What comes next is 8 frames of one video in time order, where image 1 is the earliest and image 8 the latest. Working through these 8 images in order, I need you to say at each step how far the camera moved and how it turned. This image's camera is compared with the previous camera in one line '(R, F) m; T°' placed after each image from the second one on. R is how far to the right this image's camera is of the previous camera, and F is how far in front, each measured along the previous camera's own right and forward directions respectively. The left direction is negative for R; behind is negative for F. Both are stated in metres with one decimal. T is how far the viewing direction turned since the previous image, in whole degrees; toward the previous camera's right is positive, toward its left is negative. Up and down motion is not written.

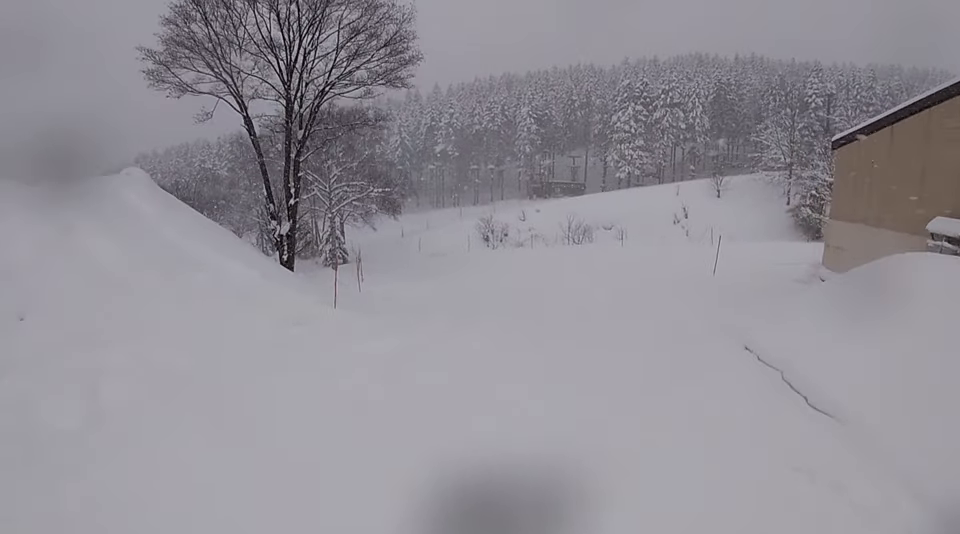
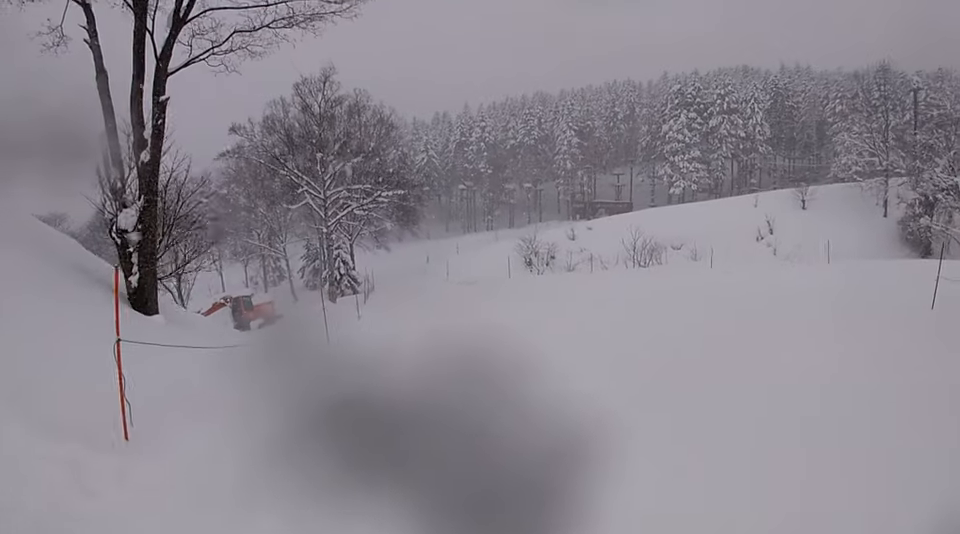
(+0.2, +11.9) m; -4°
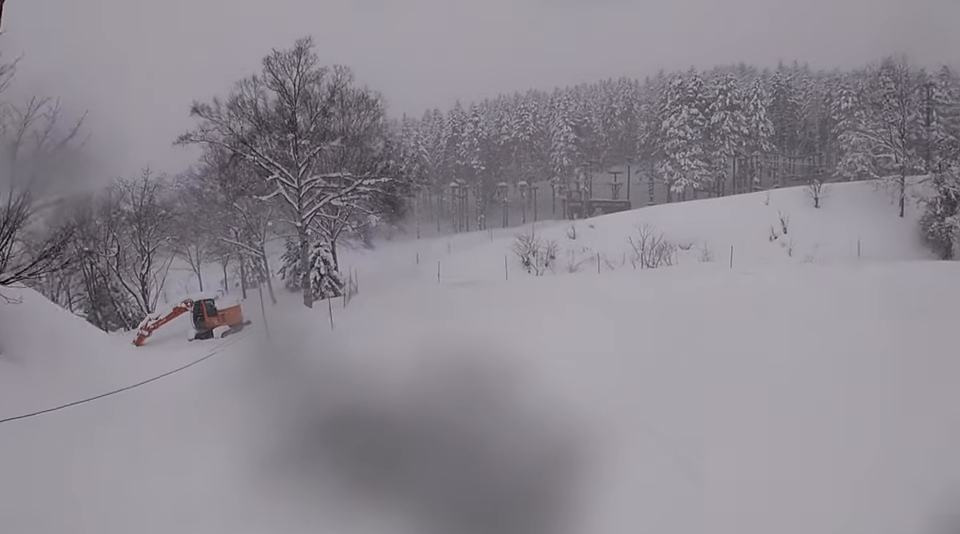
(+0.1, +4.0) m; -4°
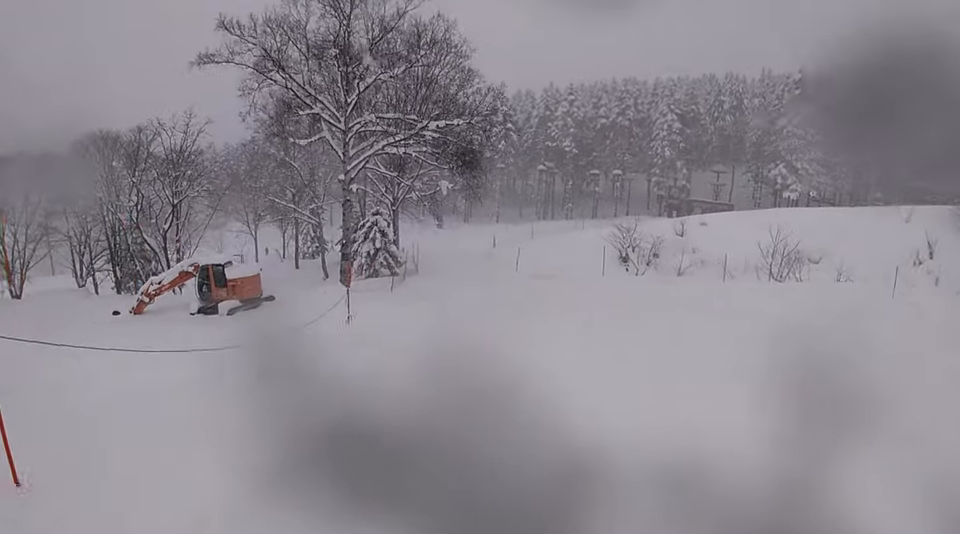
(-0.8, +7.6) m; 0°
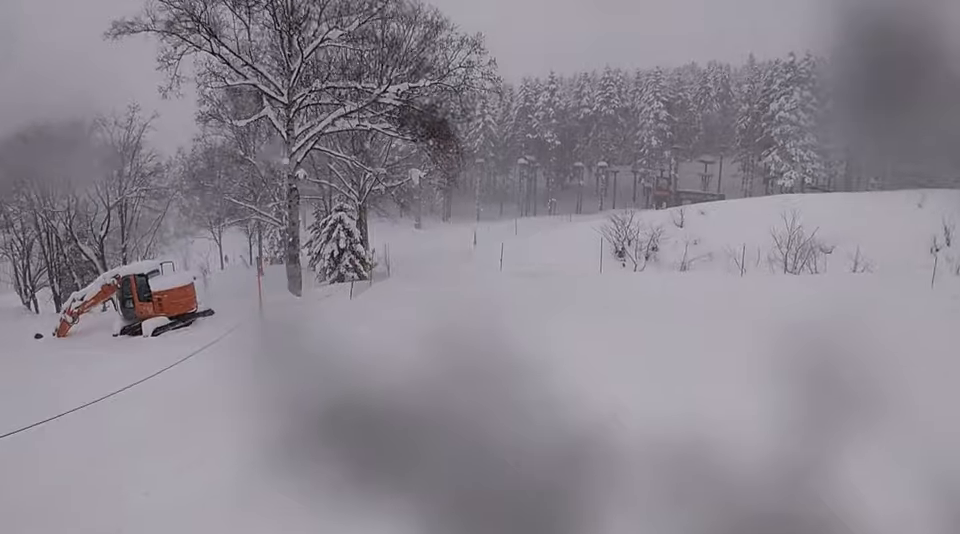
(0.0, +4.0) m; 0°
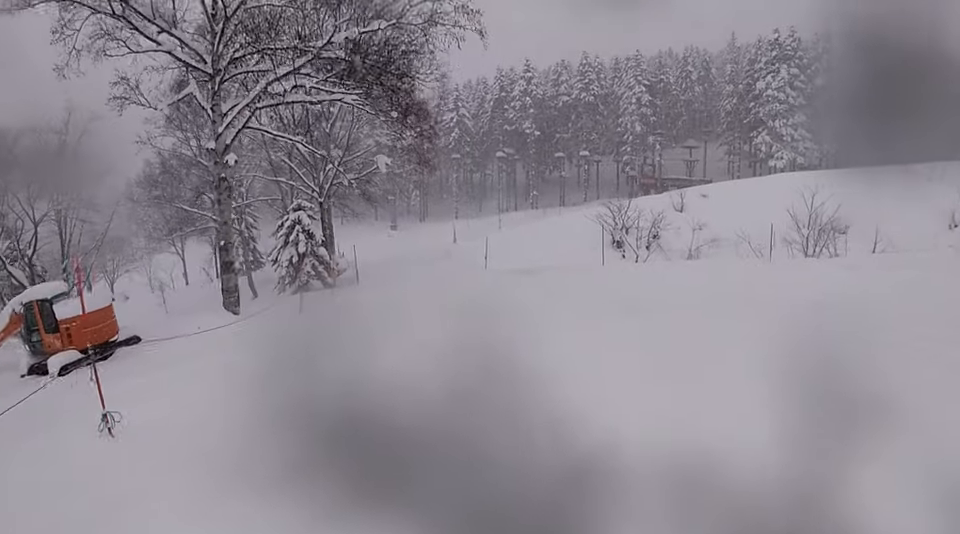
(+0.5, +3.7) m; 0°
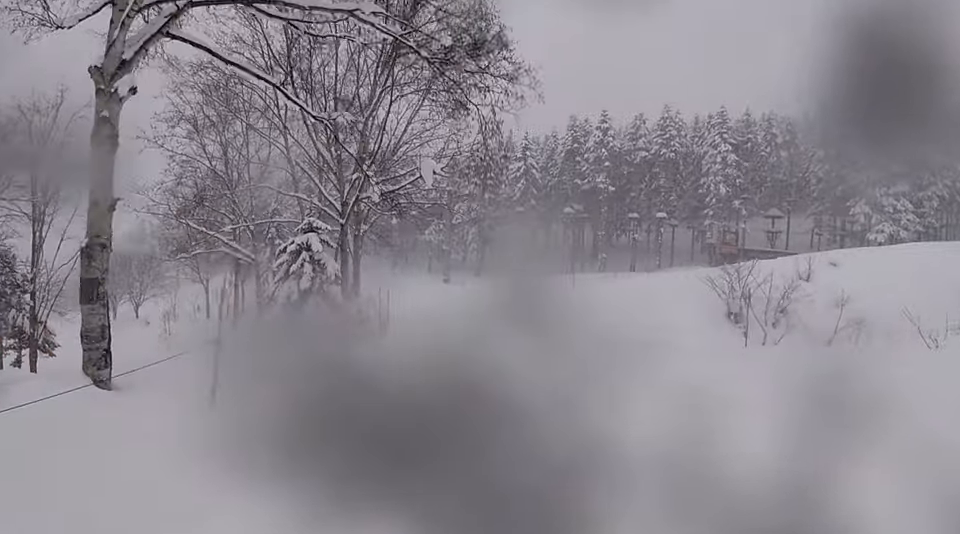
(-0.5, +7.8) m; -6°
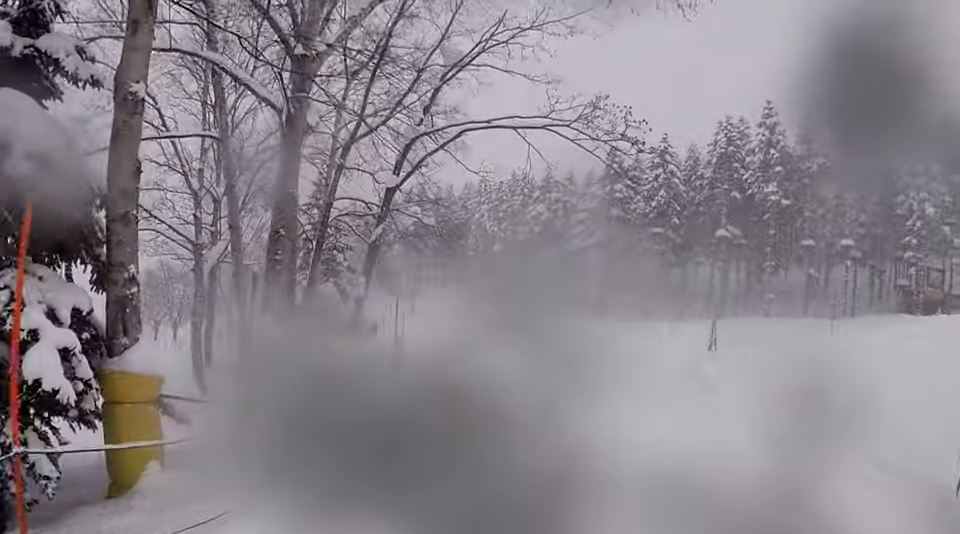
(-0.7, +16.0) m; -2°
